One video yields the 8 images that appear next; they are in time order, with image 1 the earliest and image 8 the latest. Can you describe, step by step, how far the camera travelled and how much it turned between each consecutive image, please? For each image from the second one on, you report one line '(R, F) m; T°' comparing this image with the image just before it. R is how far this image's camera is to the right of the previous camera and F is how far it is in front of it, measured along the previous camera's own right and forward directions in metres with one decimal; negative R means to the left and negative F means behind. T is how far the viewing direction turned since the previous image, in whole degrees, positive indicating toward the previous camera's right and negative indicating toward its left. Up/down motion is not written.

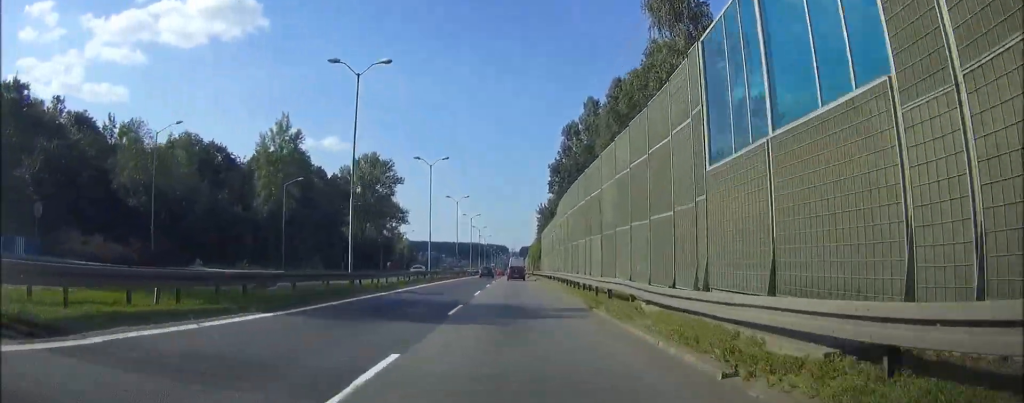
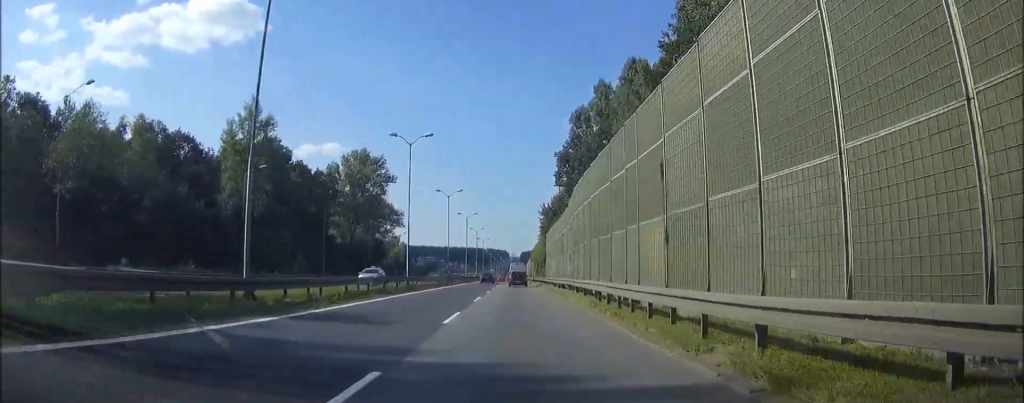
(0.0, +12.7) m; 0°
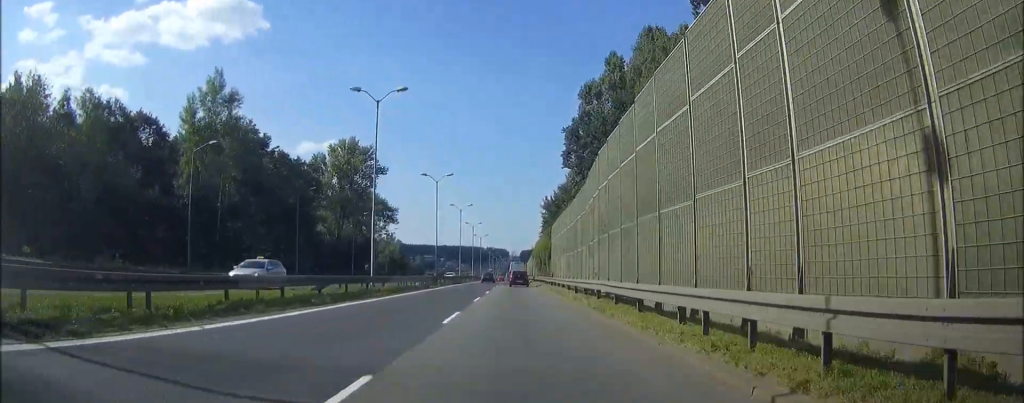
(+0.1, +12.0) m; 0°
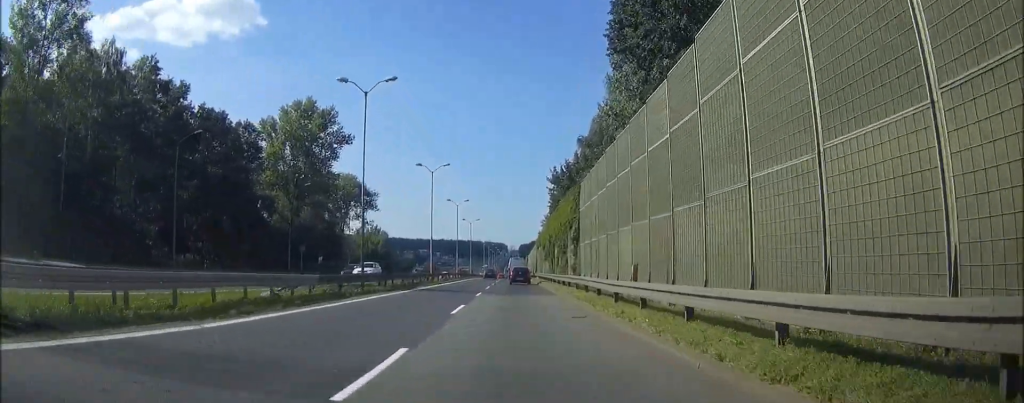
(+0.1, +32.5) m; 0°
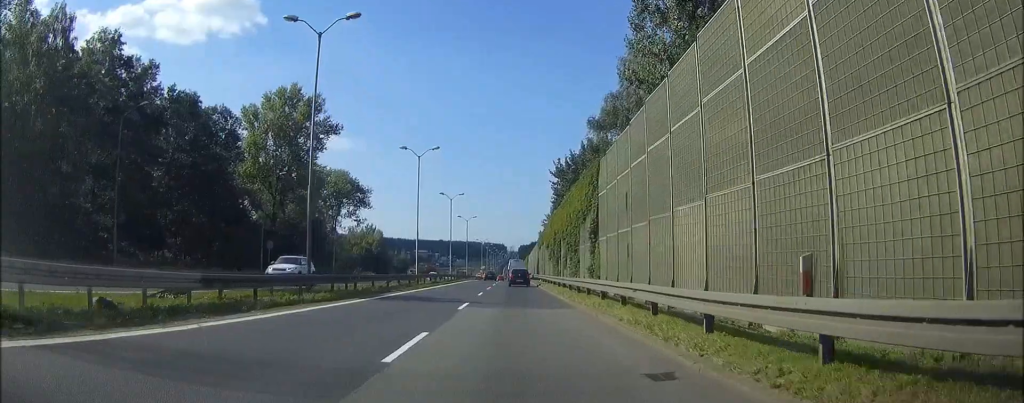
(0.0, +9.2) m; 0°
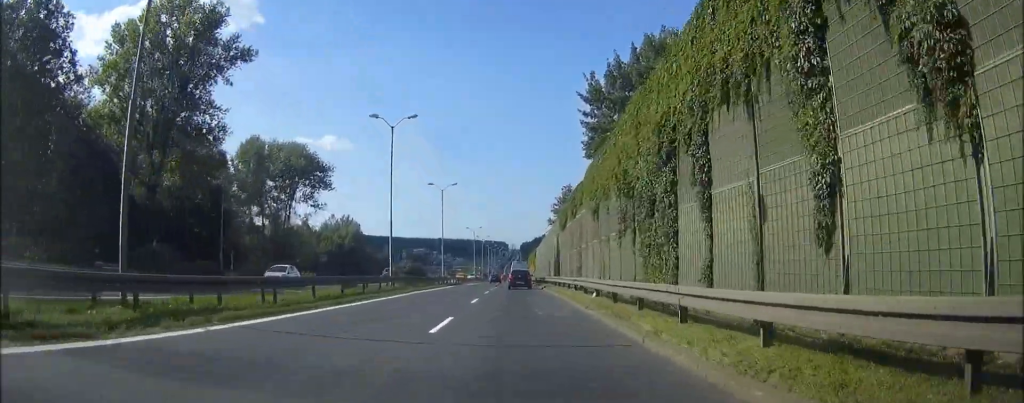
(-0.2, +42.5) m; 0°
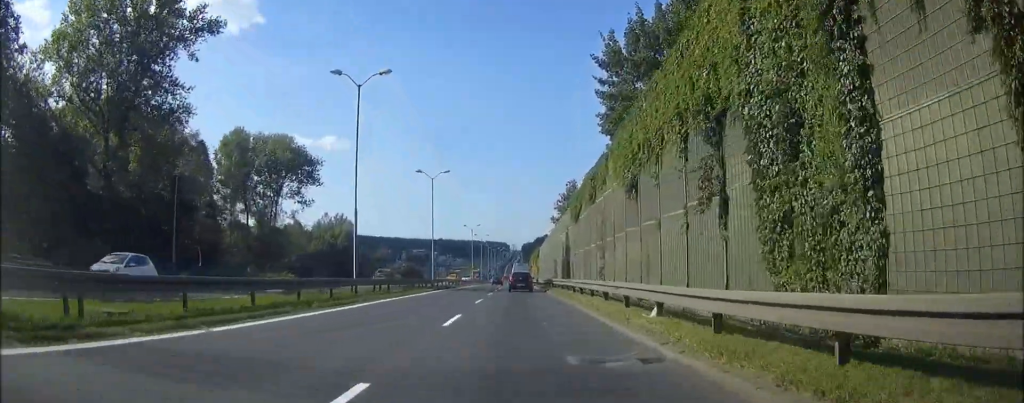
(0.0, +9.8) m; 0°
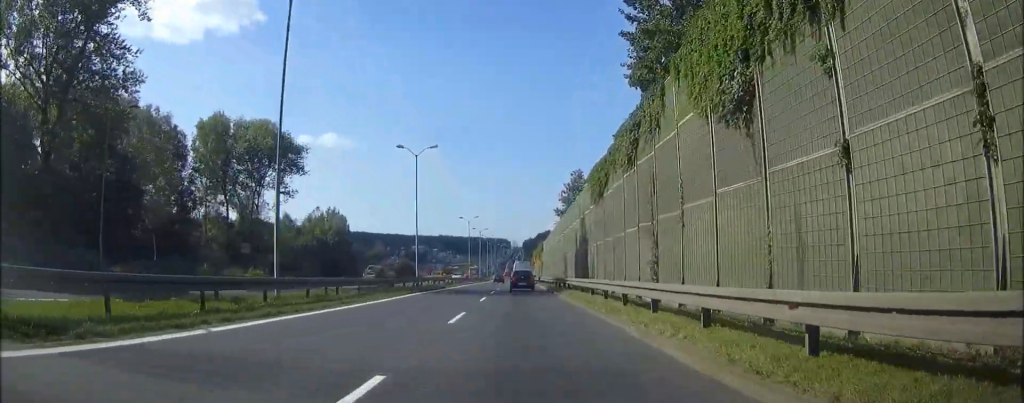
(+0.1, +11.1) m; 0°
